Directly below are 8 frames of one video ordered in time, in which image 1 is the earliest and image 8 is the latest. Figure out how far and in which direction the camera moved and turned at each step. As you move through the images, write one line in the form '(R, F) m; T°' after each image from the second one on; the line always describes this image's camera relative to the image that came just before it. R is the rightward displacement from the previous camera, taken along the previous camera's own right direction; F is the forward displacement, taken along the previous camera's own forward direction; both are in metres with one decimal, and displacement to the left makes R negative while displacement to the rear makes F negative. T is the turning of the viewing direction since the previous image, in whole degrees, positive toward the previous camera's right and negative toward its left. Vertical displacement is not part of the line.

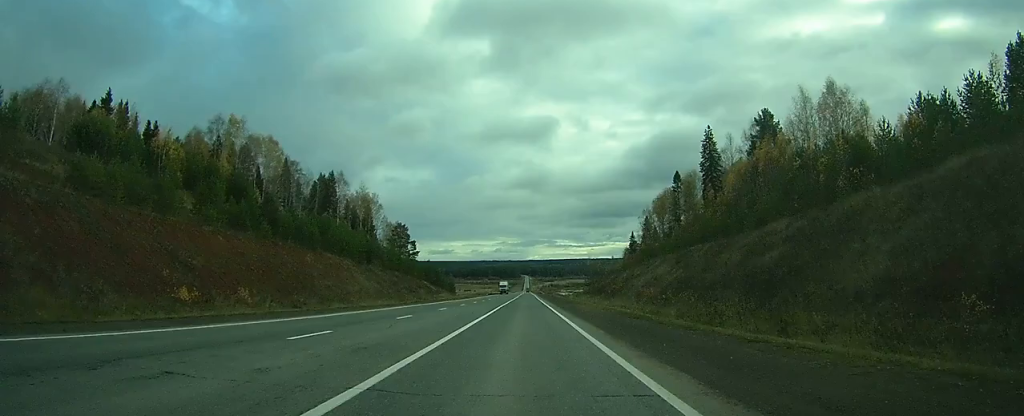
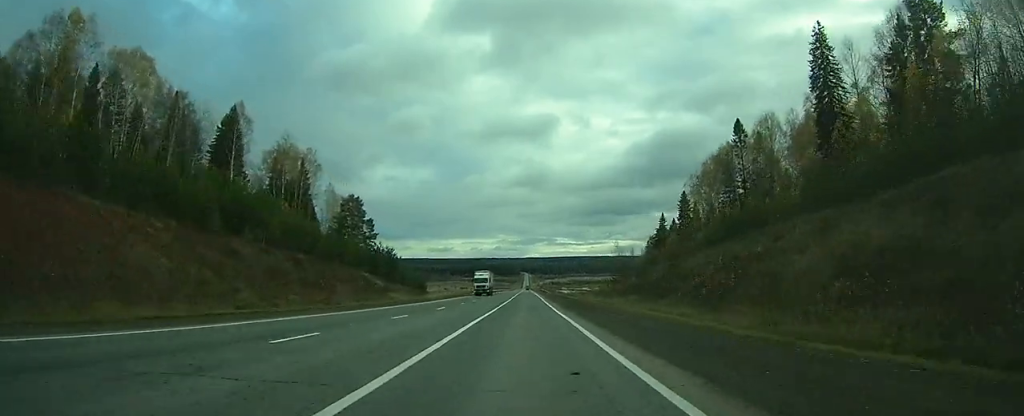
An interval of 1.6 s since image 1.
(-0.1, +49.8) m; 0°
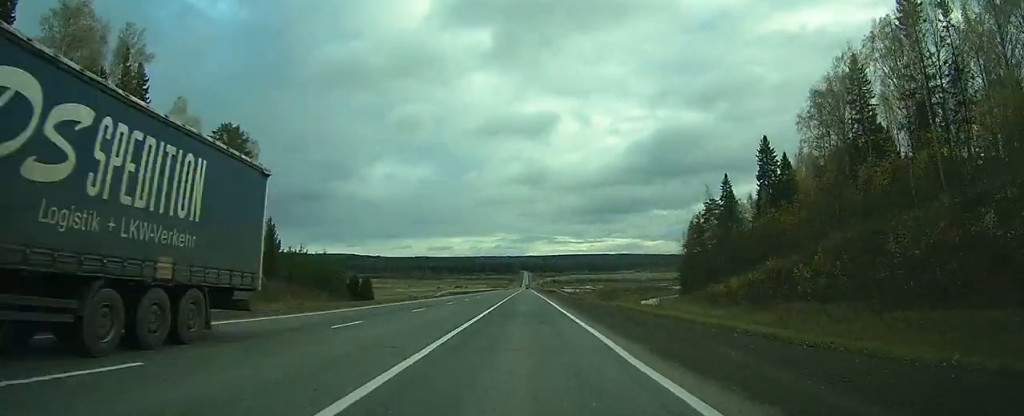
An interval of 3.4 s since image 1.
(-0.2, +56.1) m; 0°
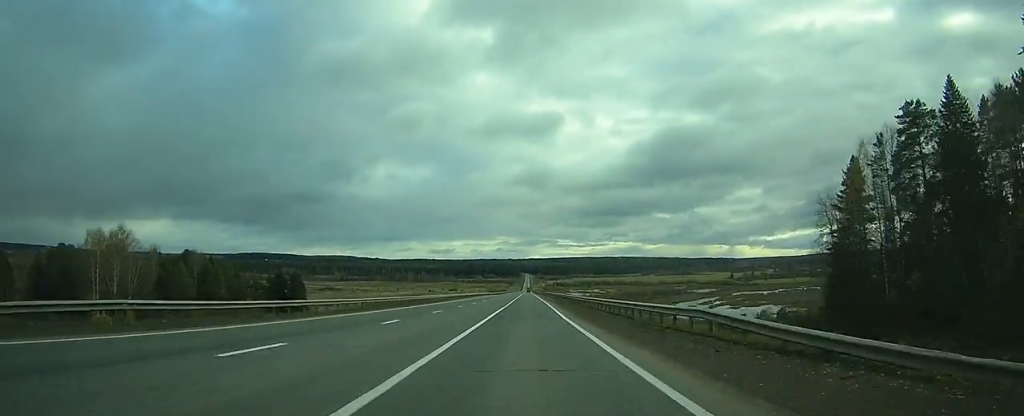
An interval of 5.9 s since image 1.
(+0.1, +79.1) m; 0°
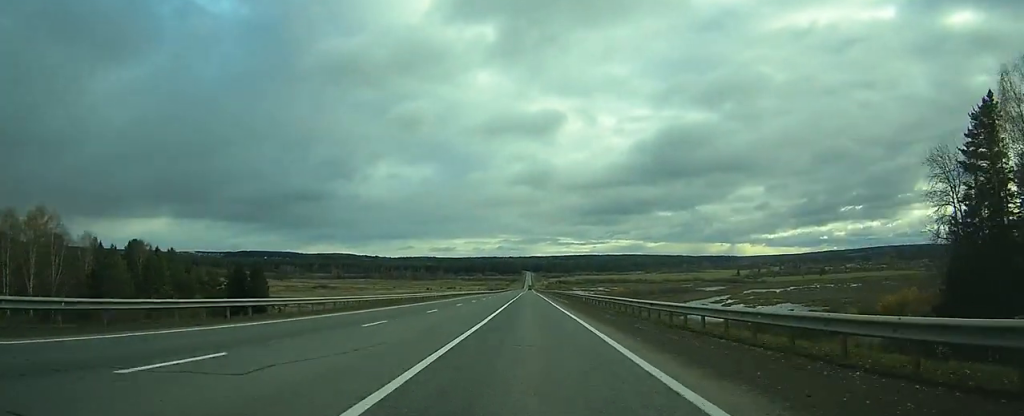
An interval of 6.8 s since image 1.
(-0.1, +27.1) m; 0°
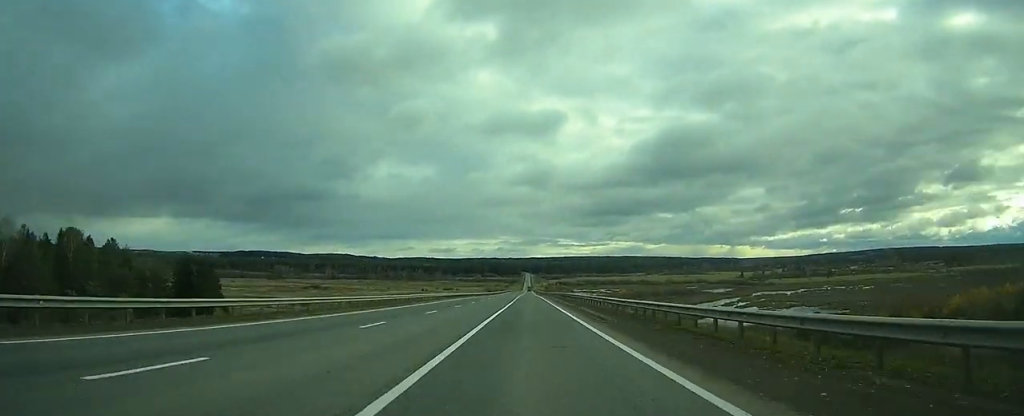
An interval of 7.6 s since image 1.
(-0.1, +25.1) m; 0°
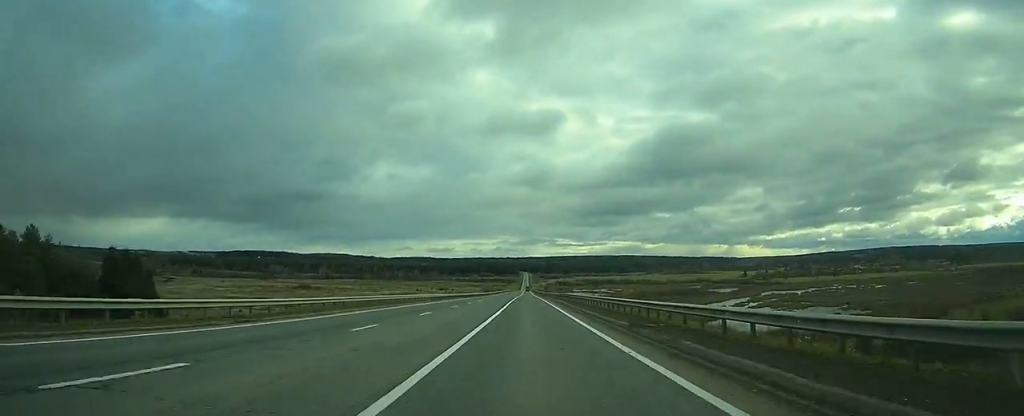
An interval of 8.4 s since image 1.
(0.0, +25.0) m; 0°
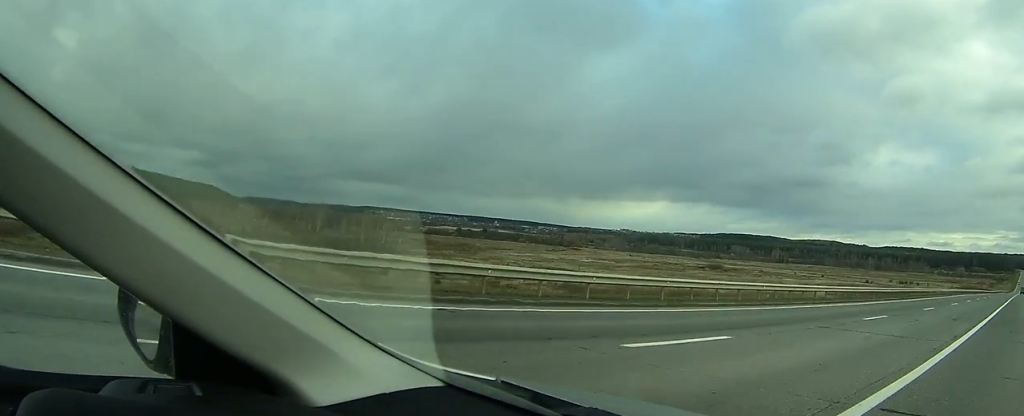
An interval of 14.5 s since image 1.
(+0.5, +189.8) m; +1°
